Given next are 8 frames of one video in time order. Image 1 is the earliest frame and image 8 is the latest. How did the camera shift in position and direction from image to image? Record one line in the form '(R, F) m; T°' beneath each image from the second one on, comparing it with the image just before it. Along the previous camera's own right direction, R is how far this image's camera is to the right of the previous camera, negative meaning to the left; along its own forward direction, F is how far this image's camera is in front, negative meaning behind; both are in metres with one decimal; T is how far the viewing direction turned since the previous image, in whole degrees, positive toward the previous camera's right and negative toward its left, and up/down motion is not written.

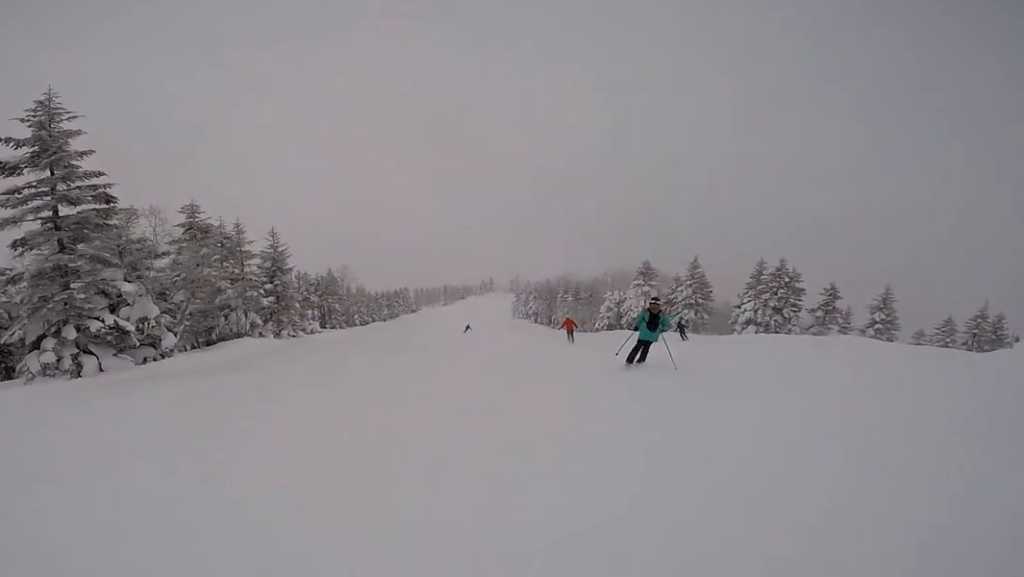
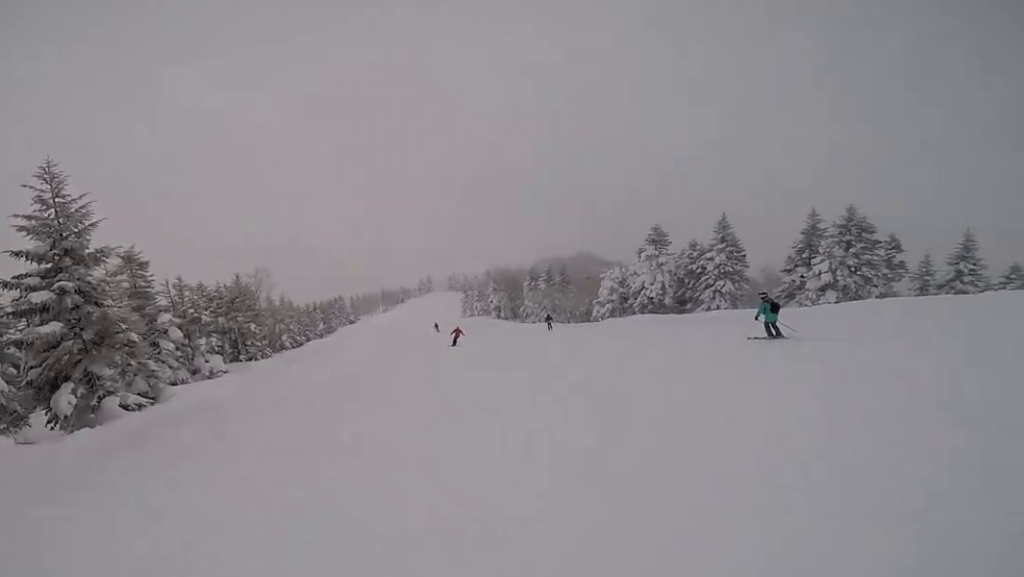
(+0.7, +15.1) m; +17°
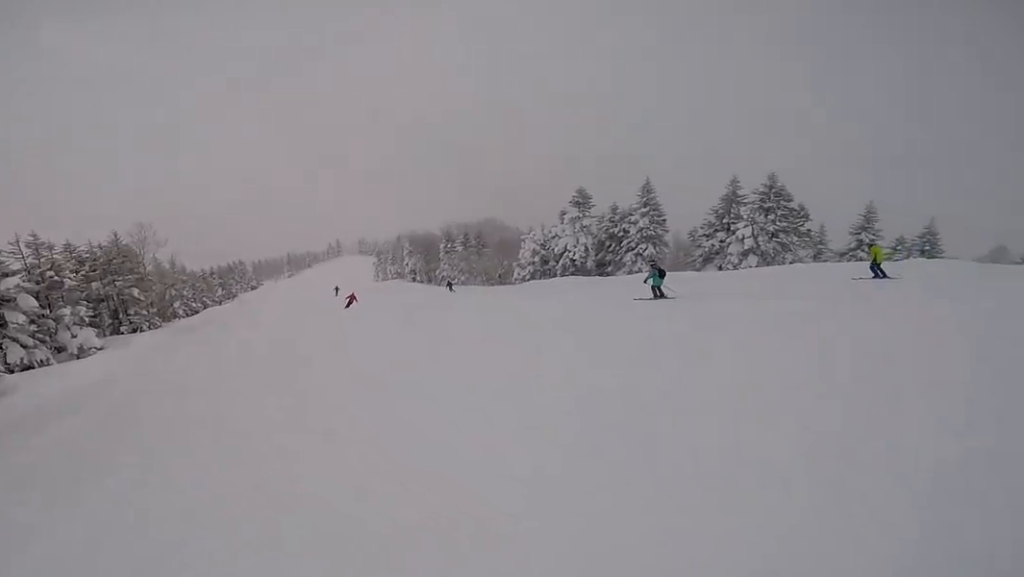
(+0.2, +3.1) m; +8°
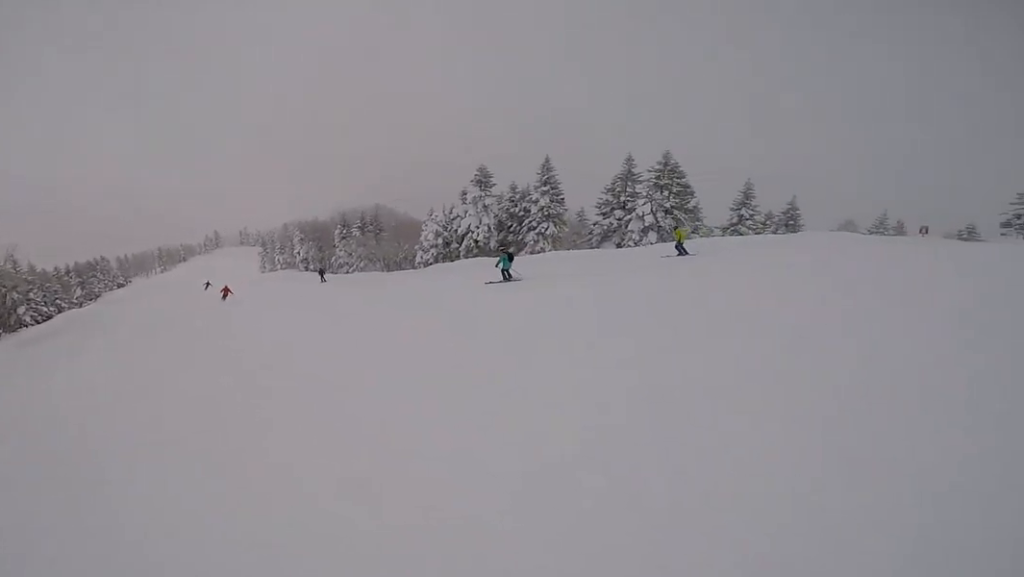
(+0.6, +2.9) m; +8°
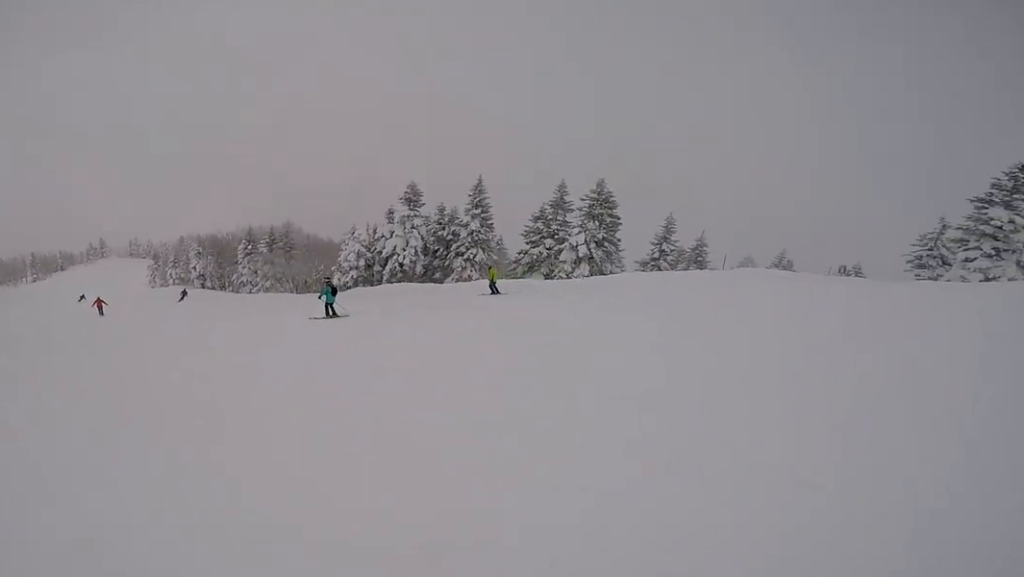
(+0.4, +4.0) m; +5°
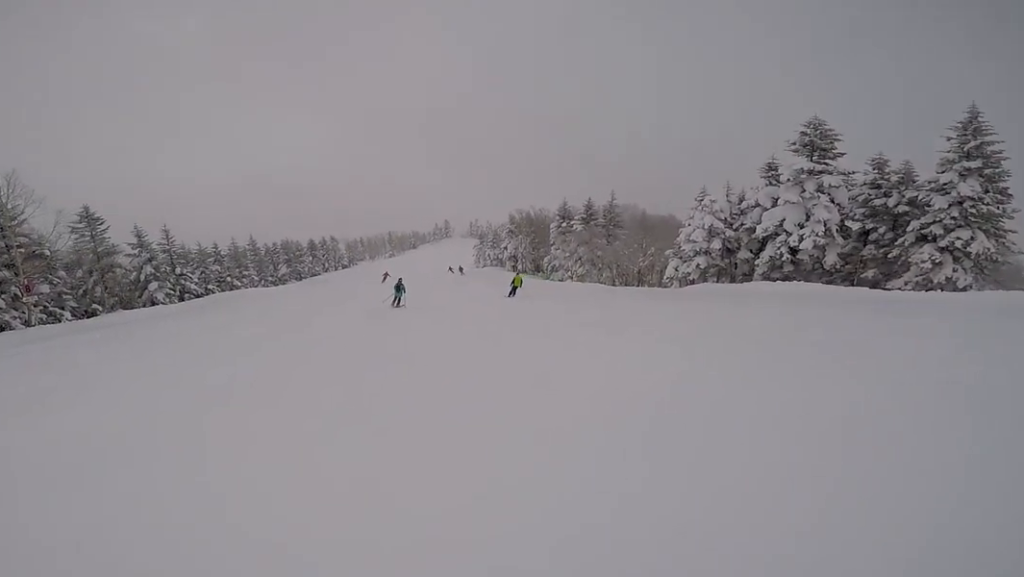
(-1.4, +11.2) m; -34°
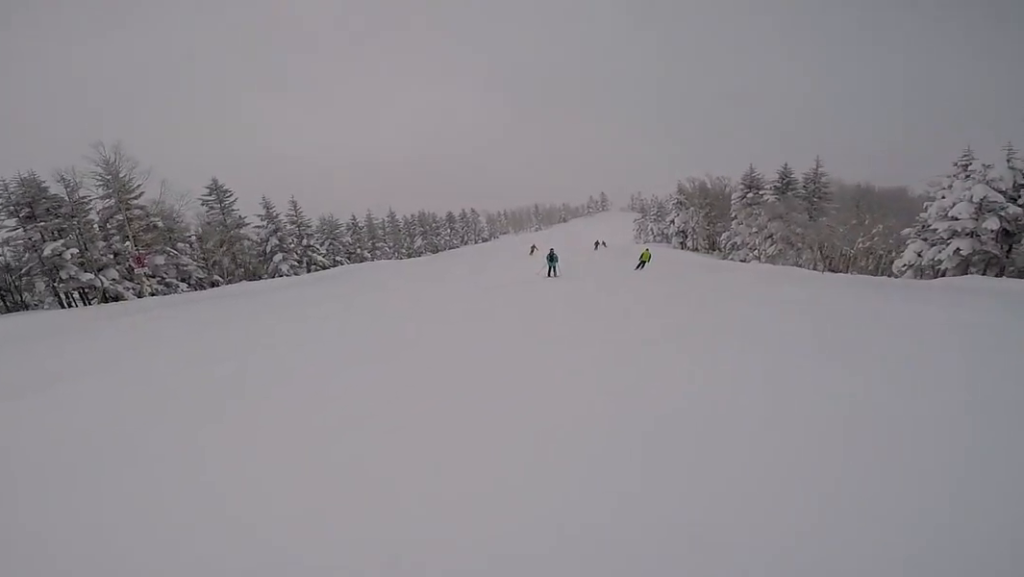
(-1.1, +3.6) m; -16°
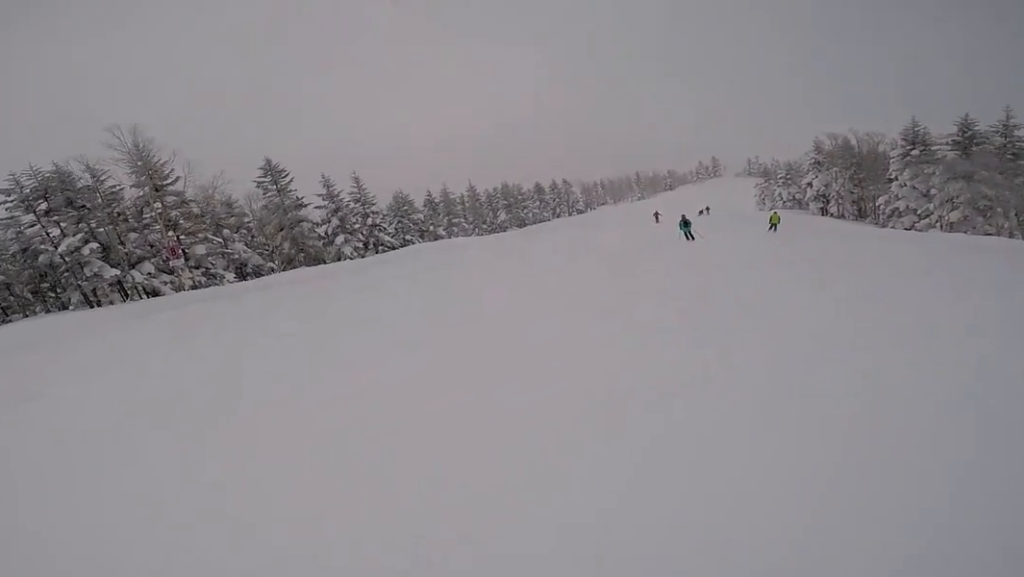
(-0.5, +3.9) m; -14°
